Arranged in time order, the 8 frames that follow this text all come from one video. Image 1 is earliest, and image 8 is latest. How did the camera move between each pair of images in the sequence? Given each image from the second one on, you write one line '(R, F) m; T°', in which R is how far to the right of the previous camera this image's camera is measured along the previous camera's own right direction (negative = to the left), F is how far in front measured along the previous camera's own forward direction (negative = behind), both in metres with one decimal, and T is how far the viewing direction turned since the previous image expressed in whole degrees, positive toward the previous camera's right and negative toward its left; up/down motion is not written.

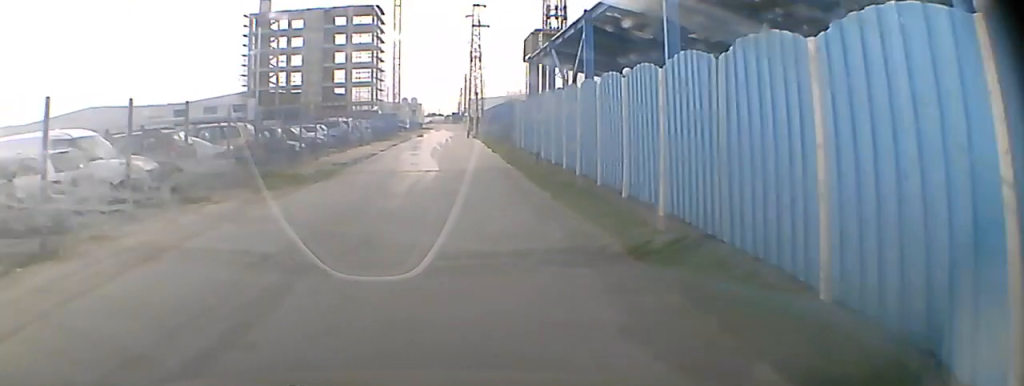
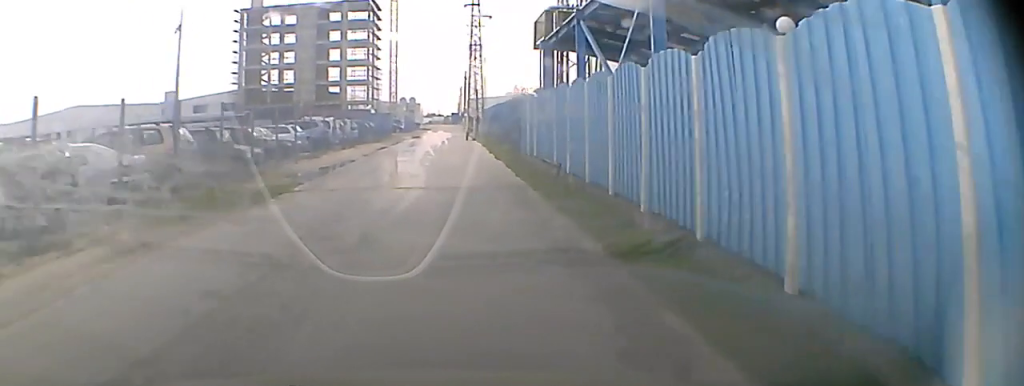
(-0.1, +6.9) m; 0°
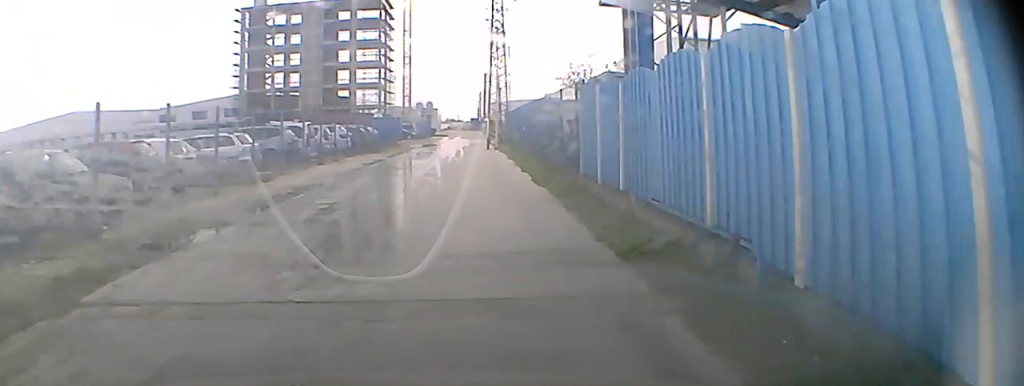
(+0.2, +10.7) m; +1°
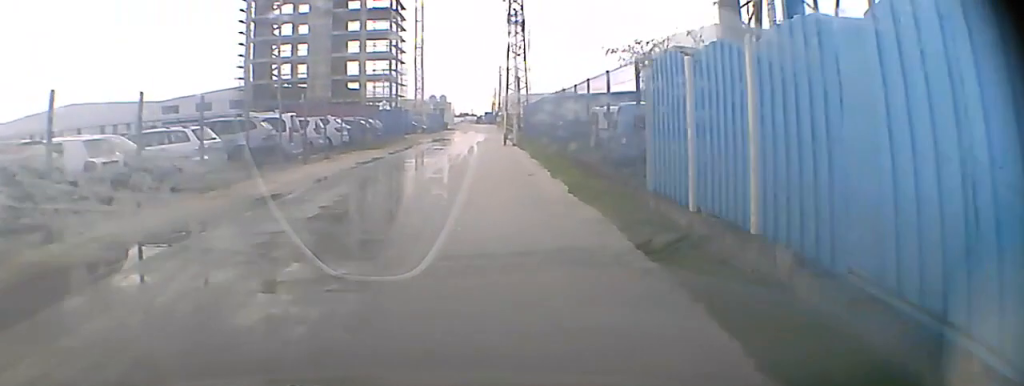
(0.0, +5.3) m; 0°
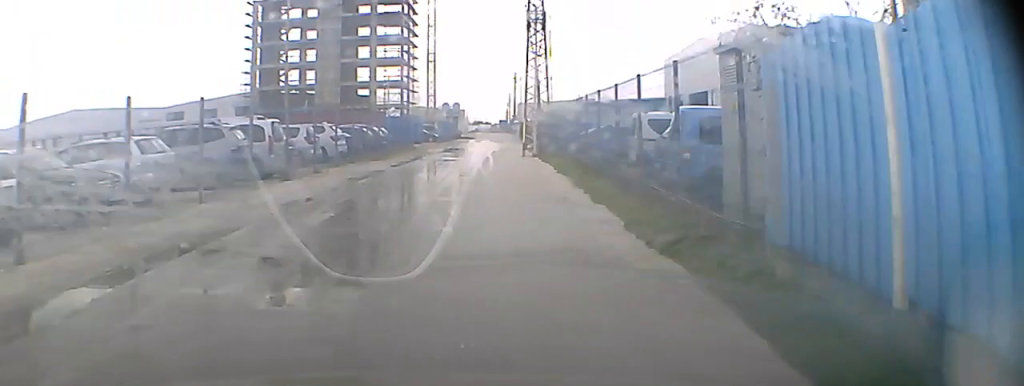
(0.0, +3.9) m; 0°
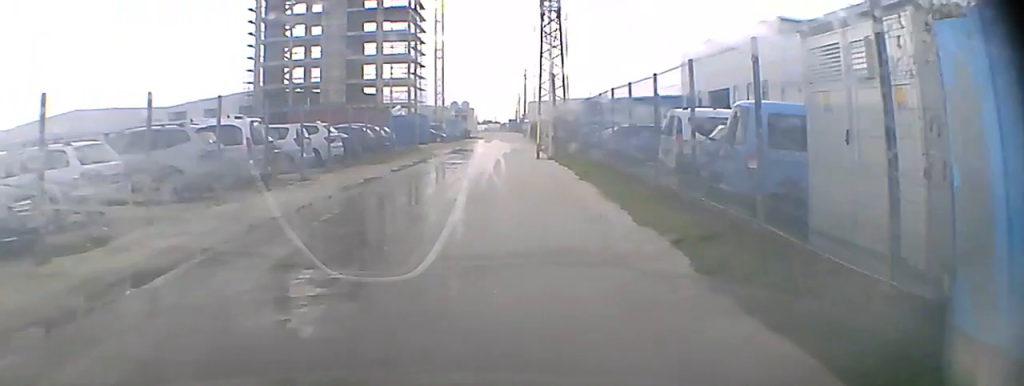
(0.0, +3.8) m; 0°
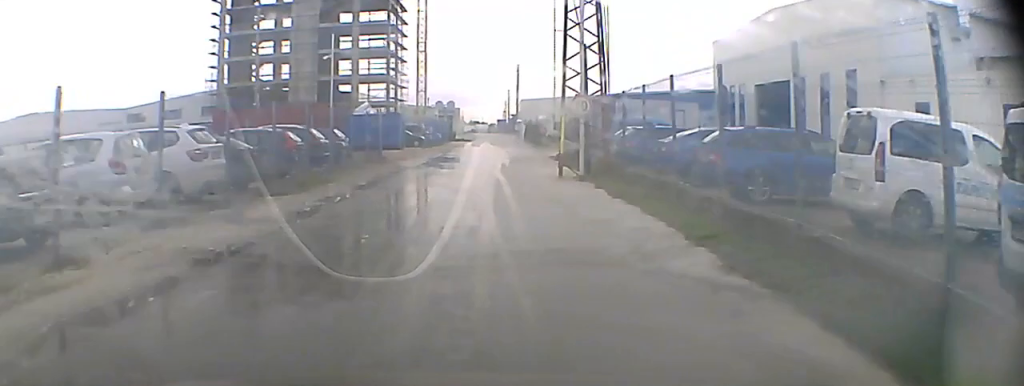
(-0.2, +12.8) m; -1°
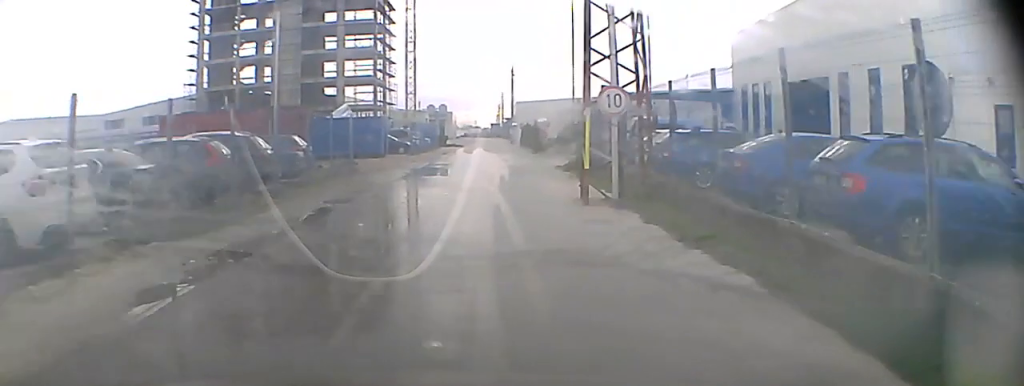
(+0.1, +5.6) m; +1°
